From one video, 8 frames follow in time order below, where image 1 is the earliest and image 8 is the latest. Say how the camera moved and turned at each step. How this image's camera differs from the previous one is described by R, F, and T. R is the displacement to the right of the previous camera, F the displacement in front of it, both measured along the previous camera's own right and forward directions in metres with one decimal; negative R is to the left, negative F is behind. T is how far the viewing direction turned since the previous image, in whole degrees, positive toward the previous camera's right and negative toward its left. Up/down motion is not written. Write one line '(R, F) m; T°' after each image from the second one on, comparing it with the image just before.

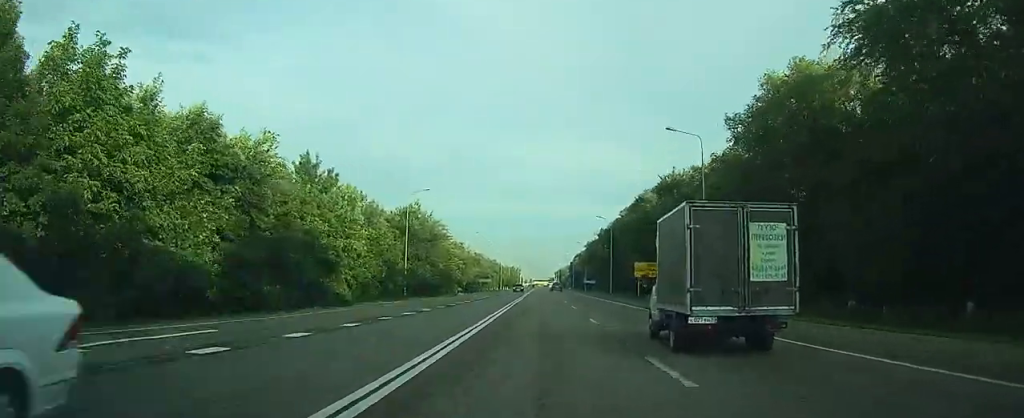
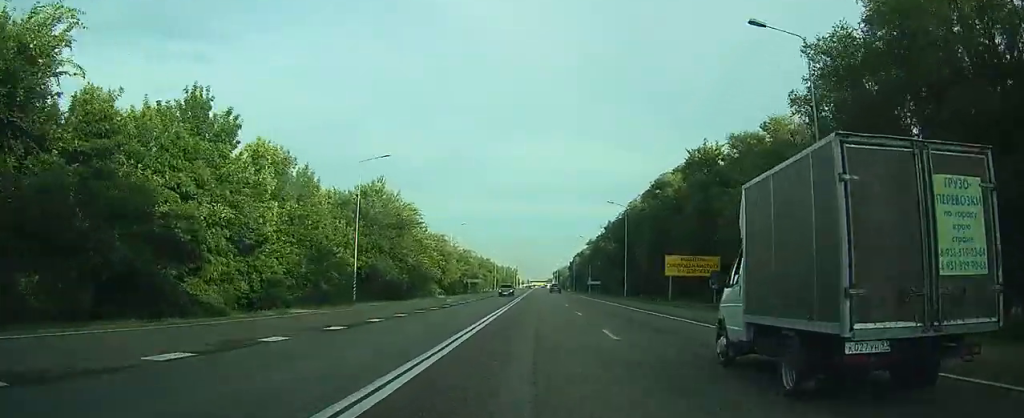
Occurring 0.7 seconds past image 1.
(0.0, +19.4) m; 0°
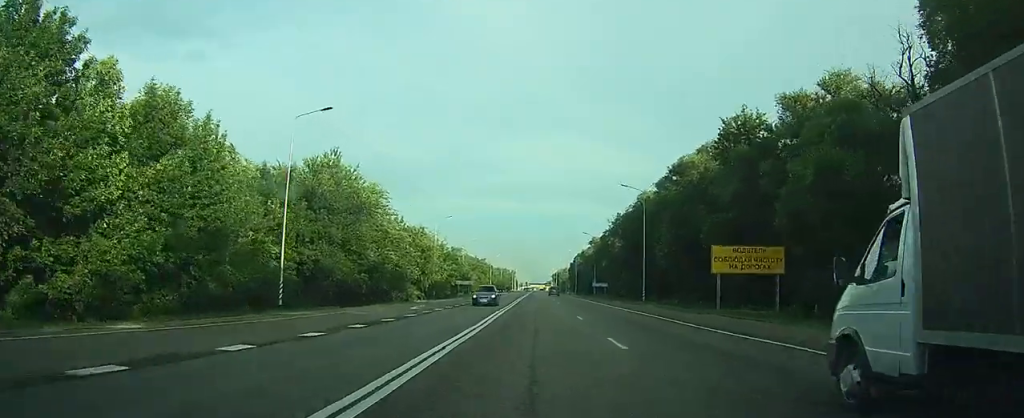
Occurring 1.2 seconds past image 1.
(0.0, +15.6) m; 0°
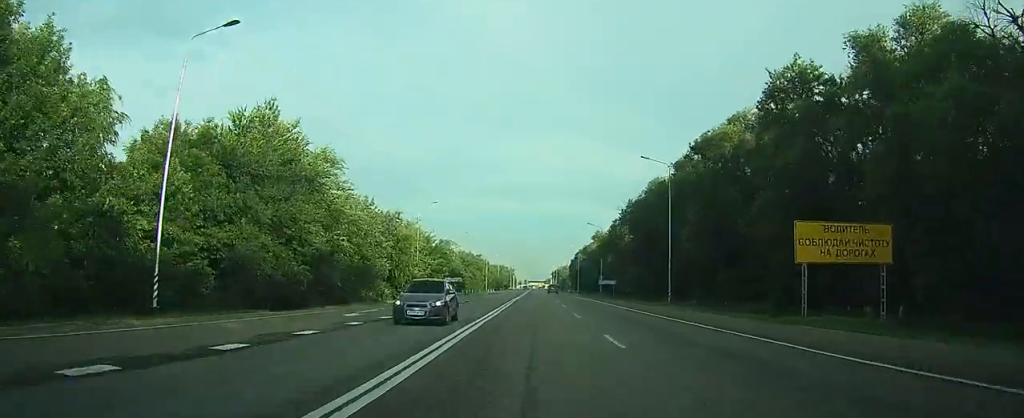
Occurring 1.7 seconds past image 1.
(0.0, +12.7) m; 0°
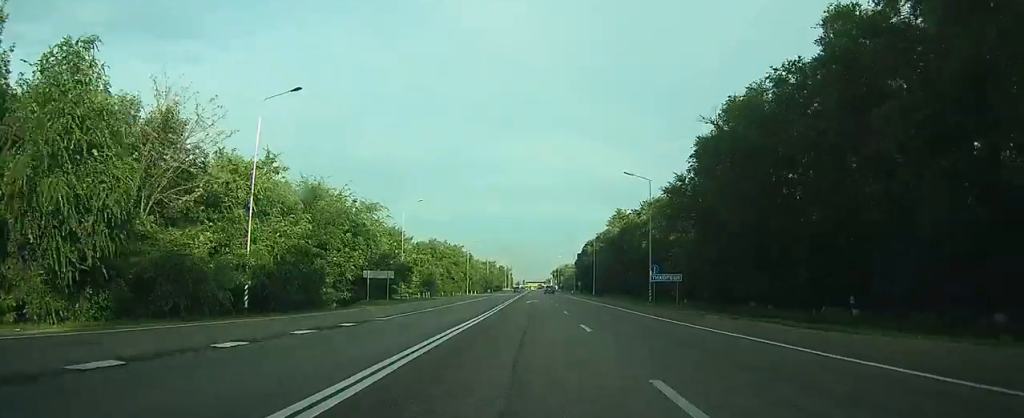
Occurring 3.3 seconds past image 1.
(+0.1, +39.0) m; +1°
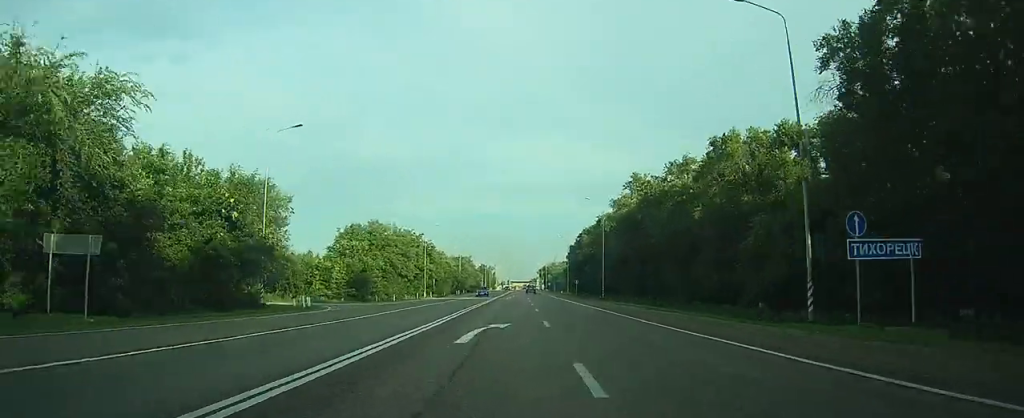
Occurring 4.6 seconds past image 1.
(+0.2, +28.9) m; +1°
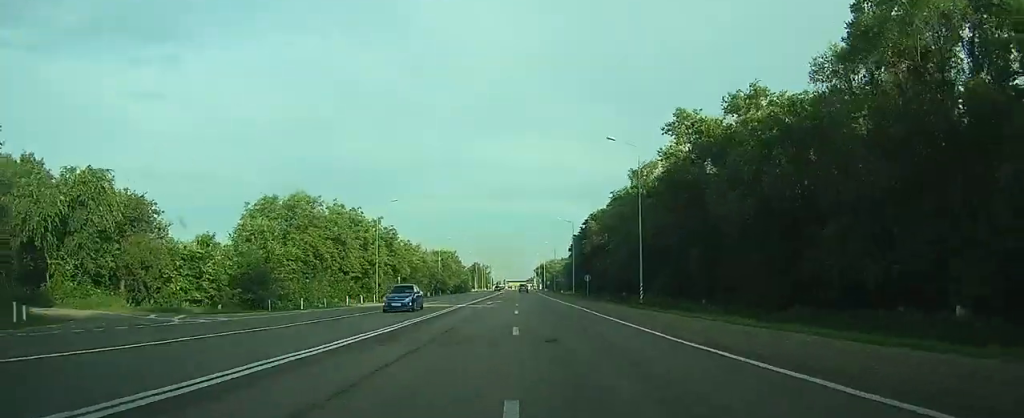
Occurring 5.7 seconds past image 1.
(0.0, +26.6) m; 0°
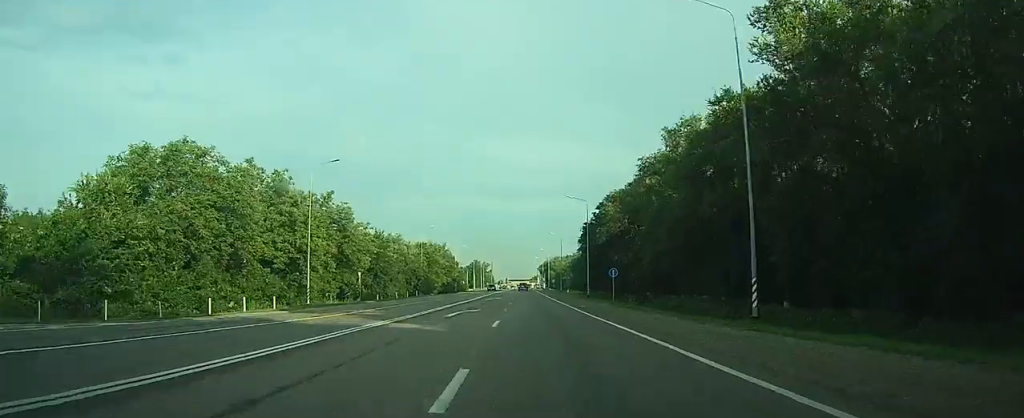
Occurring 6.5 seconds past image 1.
(0.0, +23.3) m; 0°
